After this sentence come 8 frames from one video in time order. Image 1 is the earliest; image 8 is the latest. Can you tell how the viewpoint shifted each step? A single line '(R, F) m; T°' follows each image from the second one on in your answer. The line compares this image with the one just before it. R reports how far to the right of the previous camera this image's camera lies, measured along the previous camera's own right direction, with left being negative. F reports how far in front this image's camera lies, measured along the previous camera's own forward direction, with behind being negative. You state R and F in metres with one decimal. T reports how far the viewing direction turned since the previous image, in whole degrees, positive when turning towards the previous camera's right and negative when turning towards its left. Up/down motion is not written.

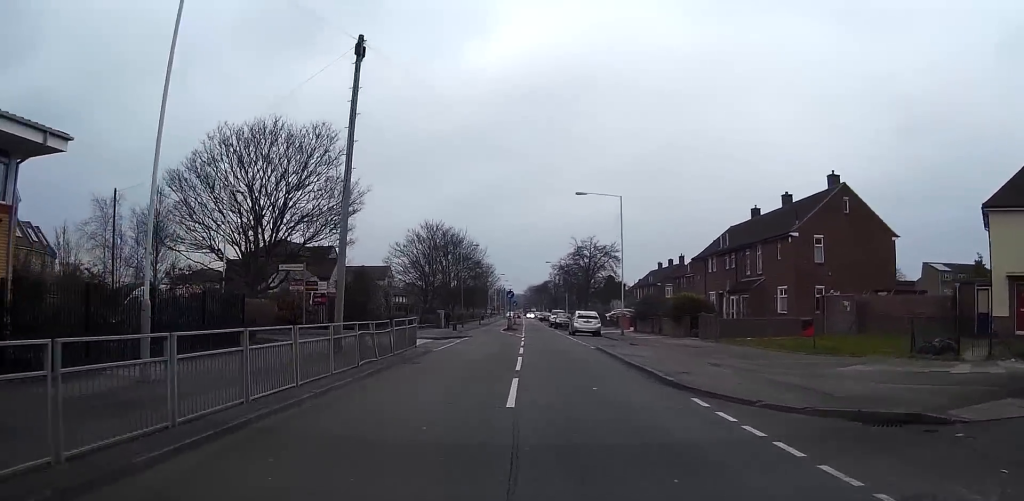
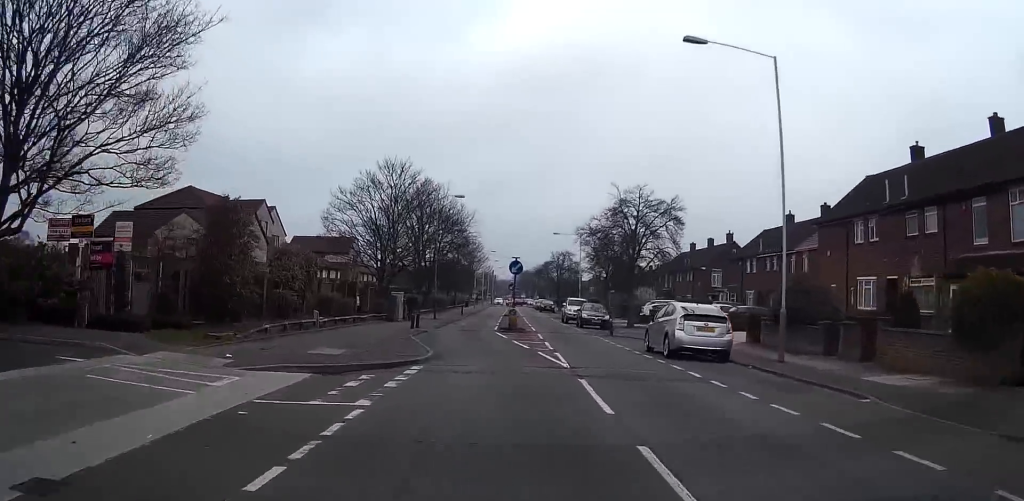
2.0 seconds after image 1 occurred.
(-0.4, +25.1) m; 0°
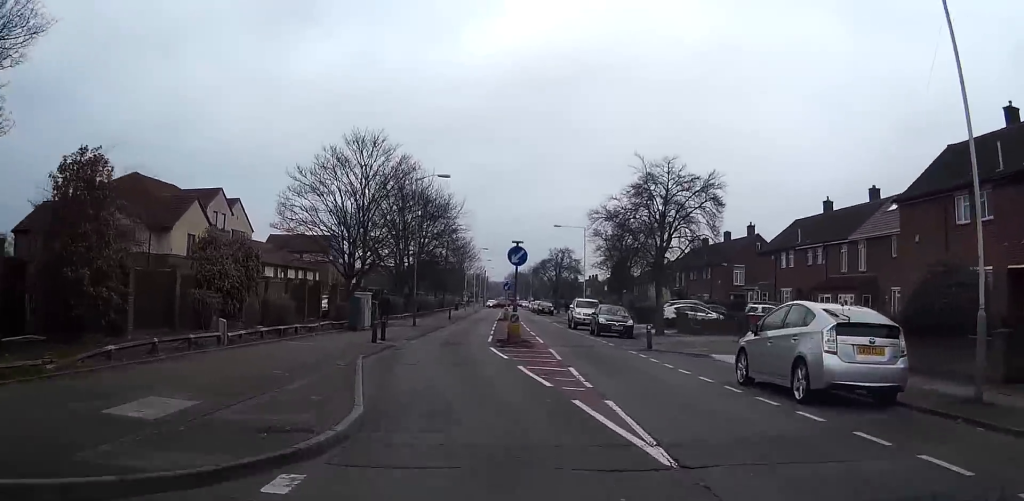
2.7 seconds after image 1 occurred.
(+0.1, +9.0) m; 0°
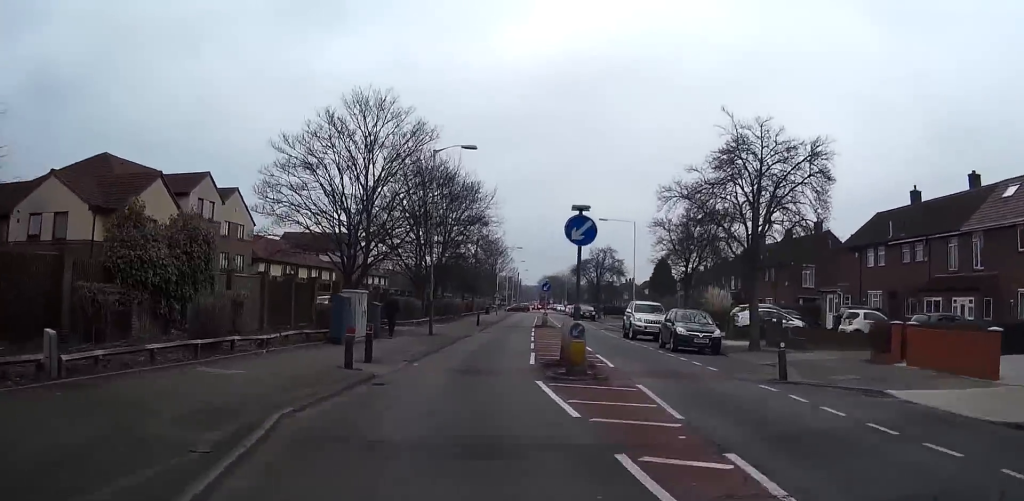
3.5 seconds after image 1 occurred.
(-0.1, +8.9) m; 0°
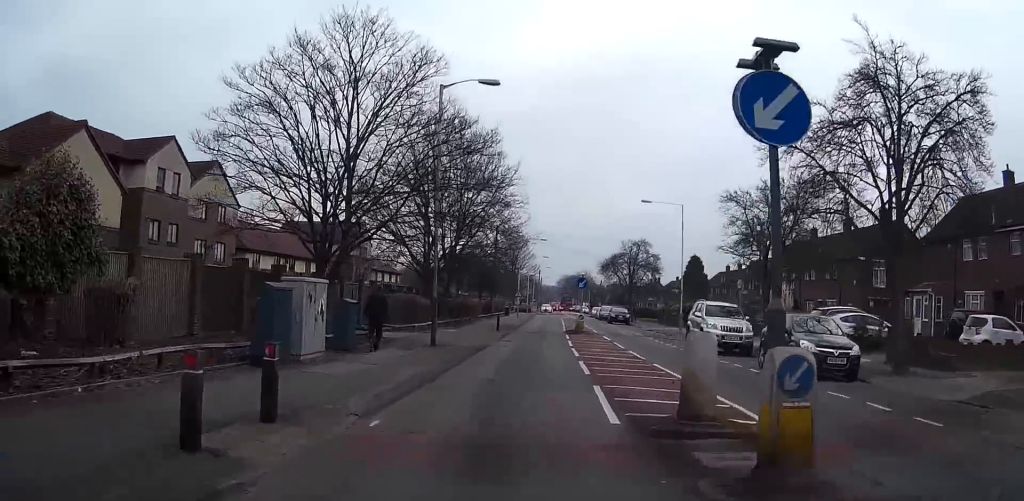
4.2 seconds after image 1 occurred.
(-0.1, +8.9) m; 0°
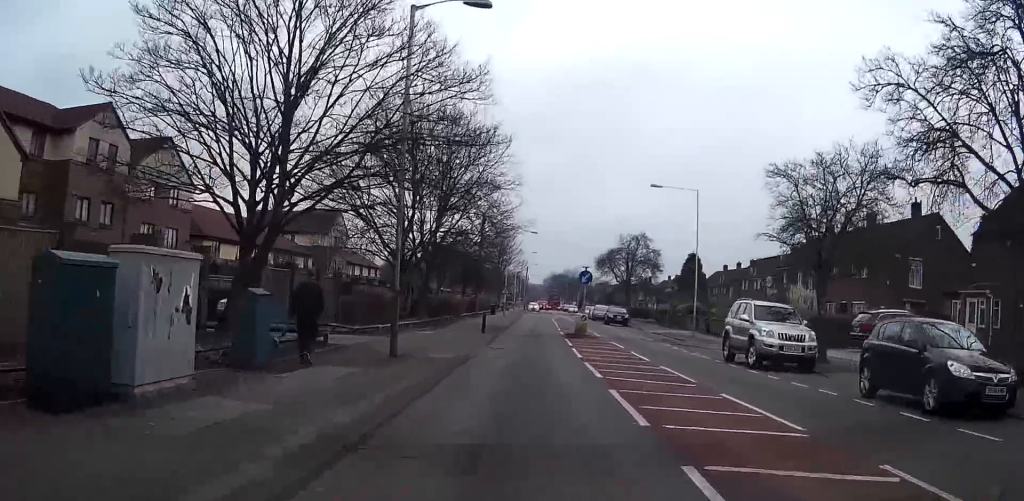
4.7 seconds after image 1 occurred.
(+0.1, +6.4) m; 0°
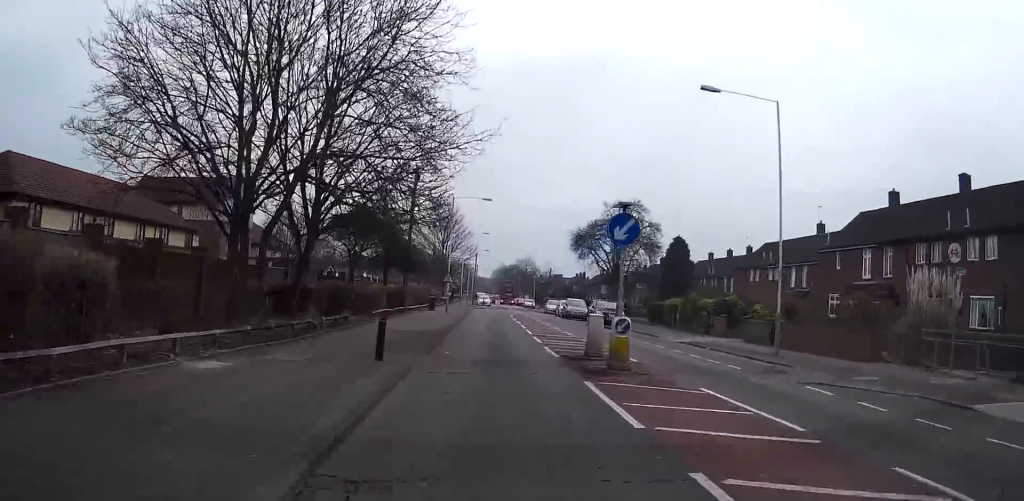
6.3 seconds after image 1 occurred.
(0.0, +18.4) m; +1°
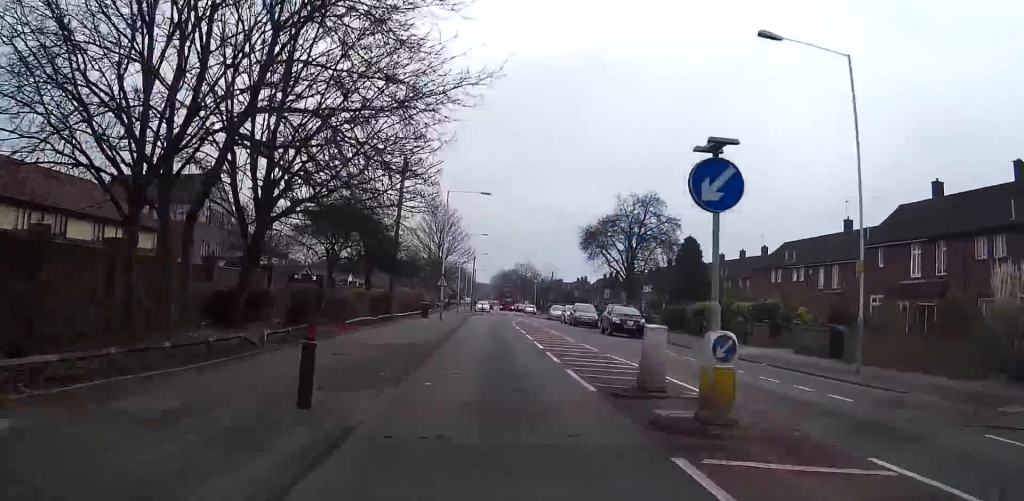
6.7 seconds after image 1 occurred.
(+0.1, +5.6) m; +1°
